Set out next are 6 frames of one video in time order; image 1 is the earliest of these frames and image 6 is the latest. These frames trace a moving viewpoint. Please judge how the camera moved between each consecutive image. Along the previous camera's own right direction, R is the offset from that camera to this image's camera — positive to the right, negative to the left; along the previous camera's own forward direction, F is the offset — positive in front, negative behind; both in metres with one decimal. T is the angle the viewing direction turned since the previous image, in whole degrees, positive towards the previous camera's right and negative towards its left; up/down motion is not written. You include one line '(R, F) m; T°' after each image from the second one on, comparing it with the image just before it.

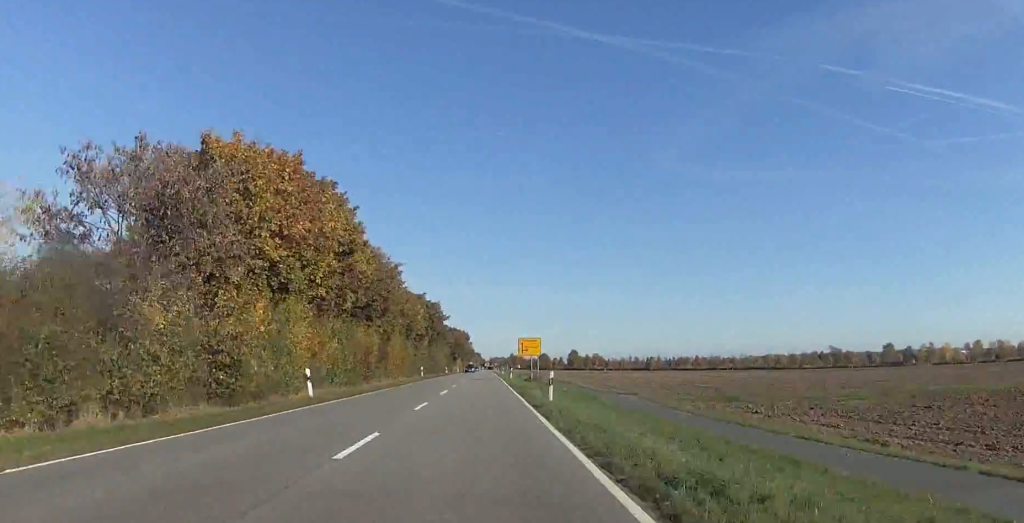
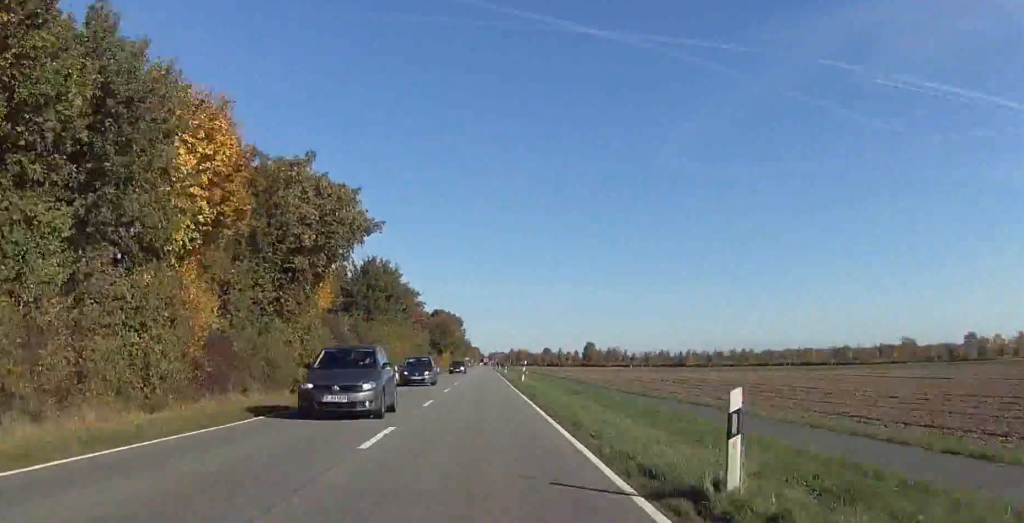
(-0.9, +71.6) m; 0°
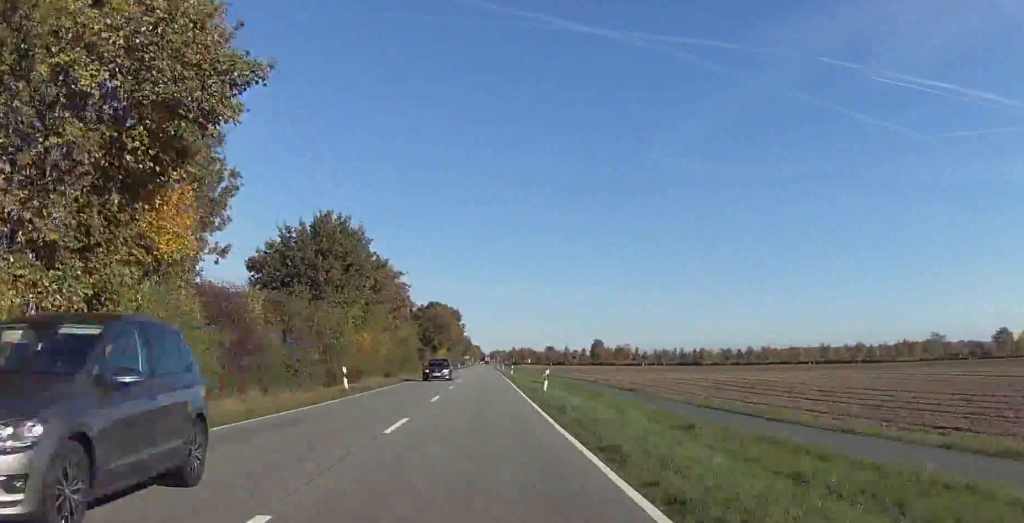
(+0.1, +21.4) m; 0°
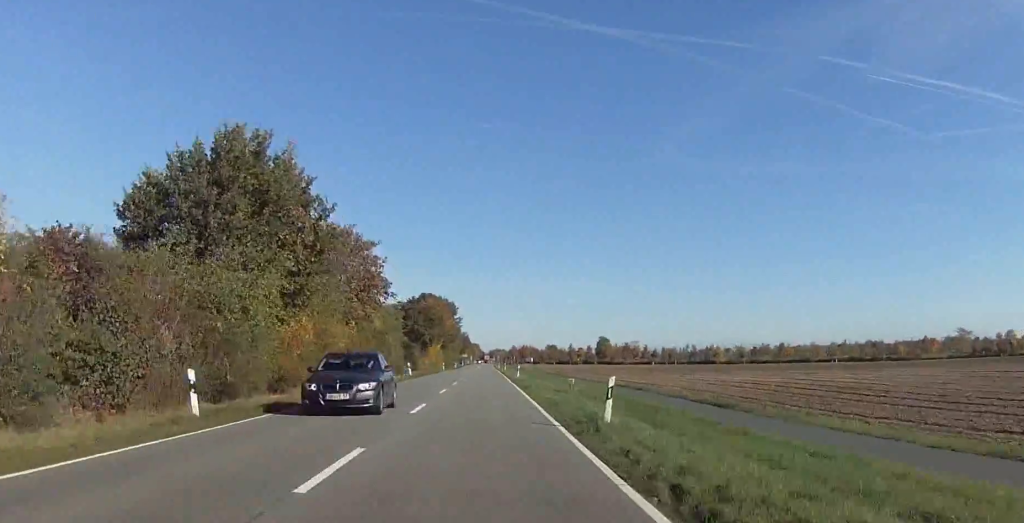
(-0.1, +18.9) m; 0°
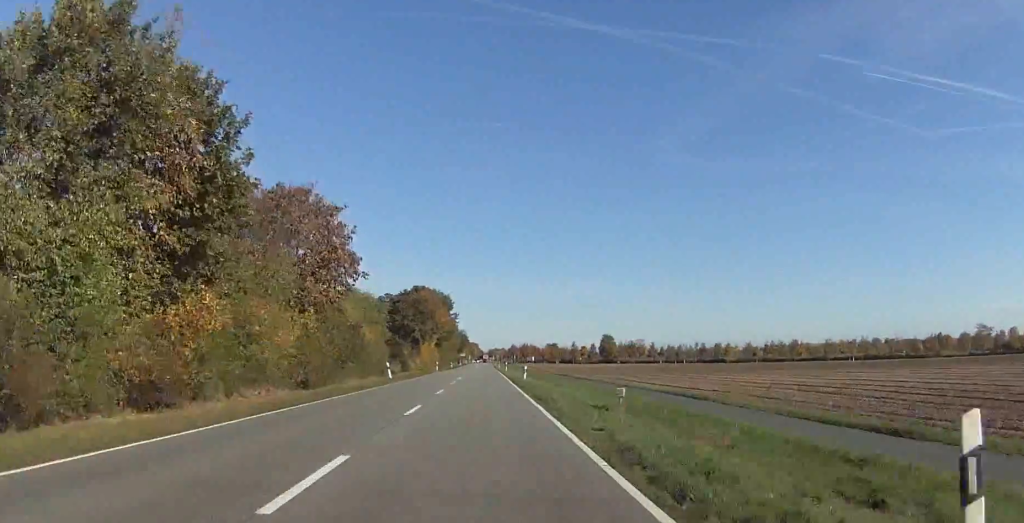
(-0.2, +13.4) m; 0°
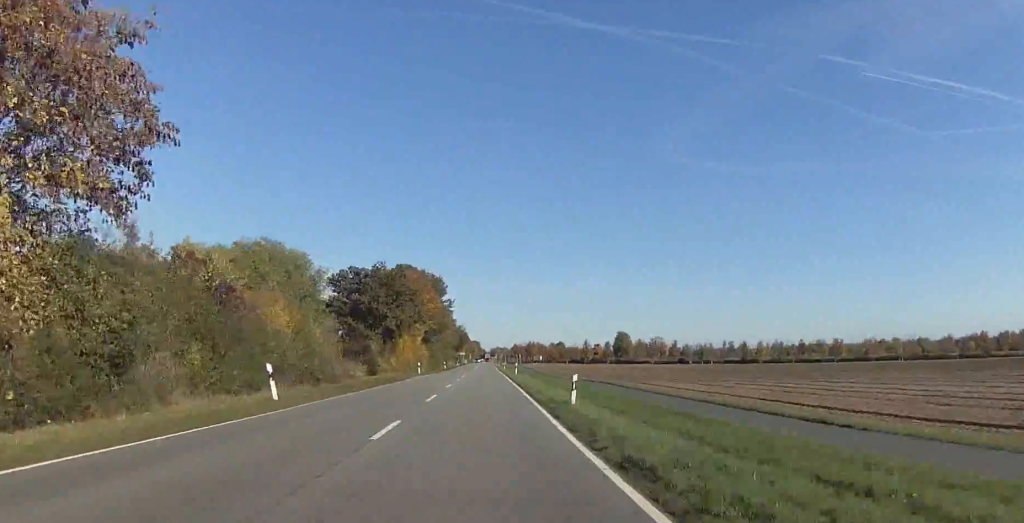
(+0.2, +29.6) m; 0°
